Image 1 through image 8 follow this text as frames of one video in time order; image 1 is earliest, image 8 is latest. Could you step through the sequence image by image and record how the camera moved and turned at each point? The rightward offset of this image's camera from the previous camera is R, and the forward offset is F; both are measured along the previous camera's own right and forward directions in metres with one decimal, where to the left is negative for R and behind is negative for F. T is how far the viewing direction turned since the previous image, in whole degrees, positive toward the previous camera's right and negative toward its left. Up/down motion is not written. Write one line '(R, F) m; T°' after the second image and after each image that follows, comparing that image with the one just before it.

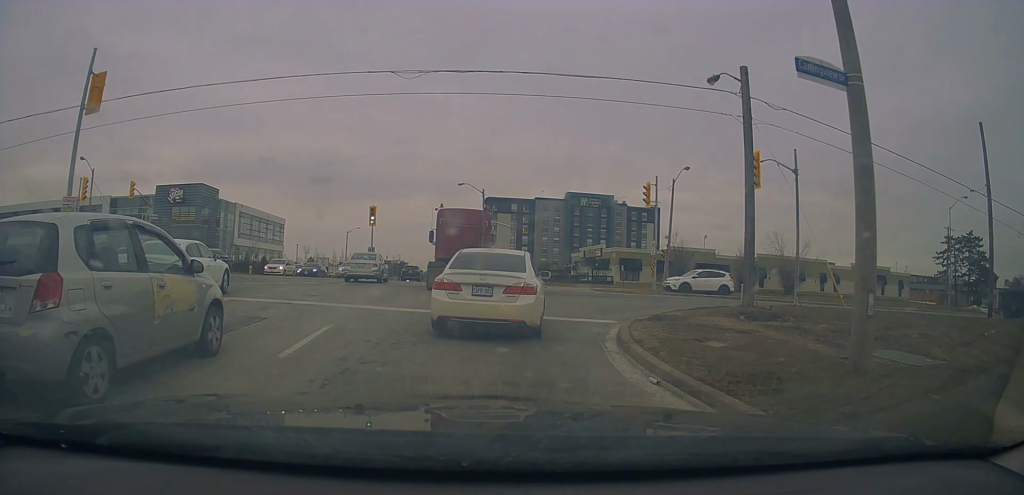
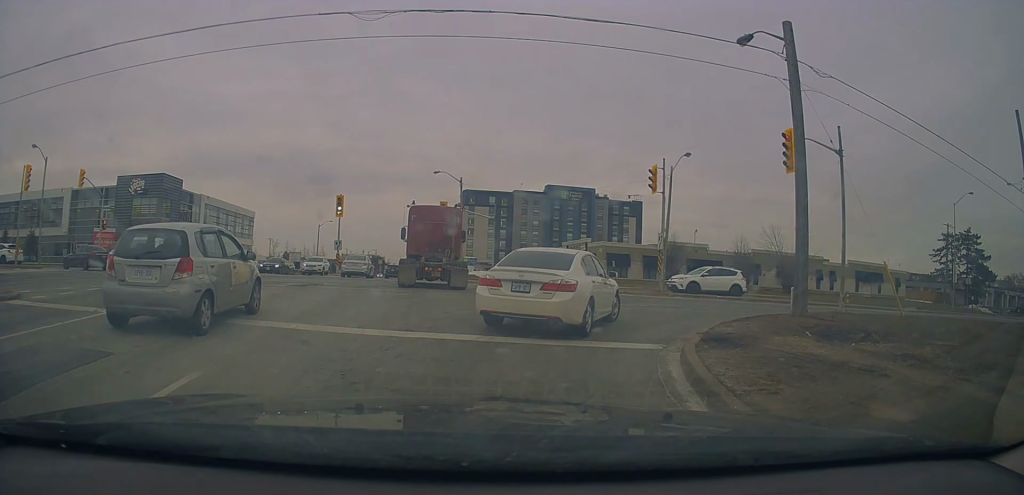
(+0.2, +4.6) m; +6°
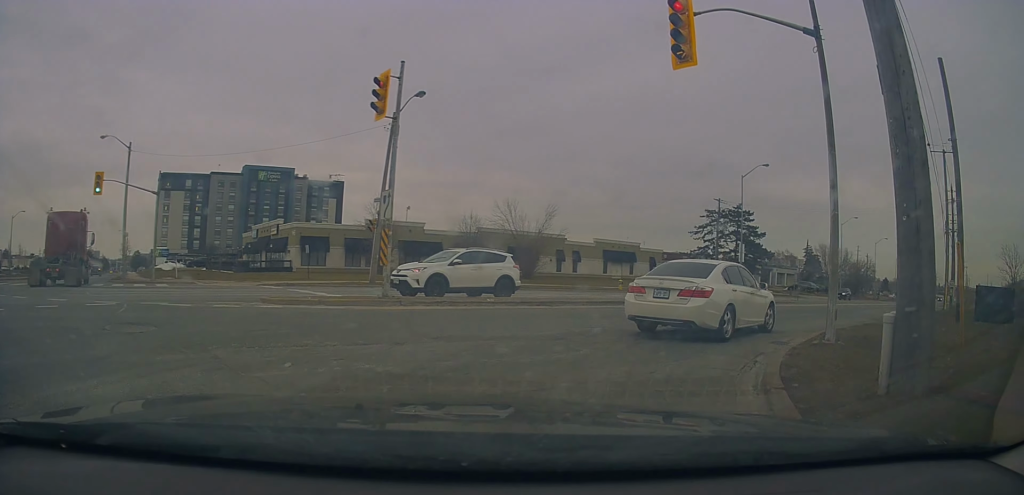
(+2.1, +11.4) m; +30°
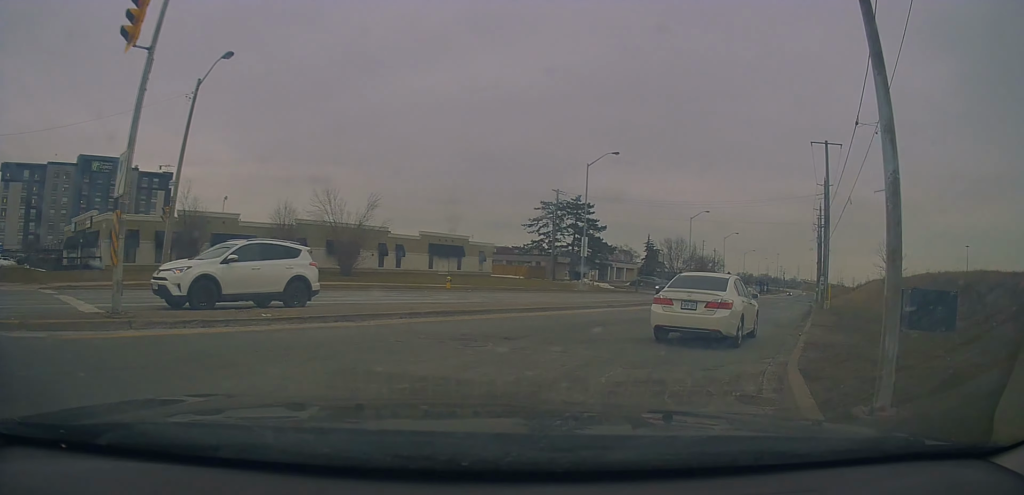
(+0.8, +4.8) m; +17°
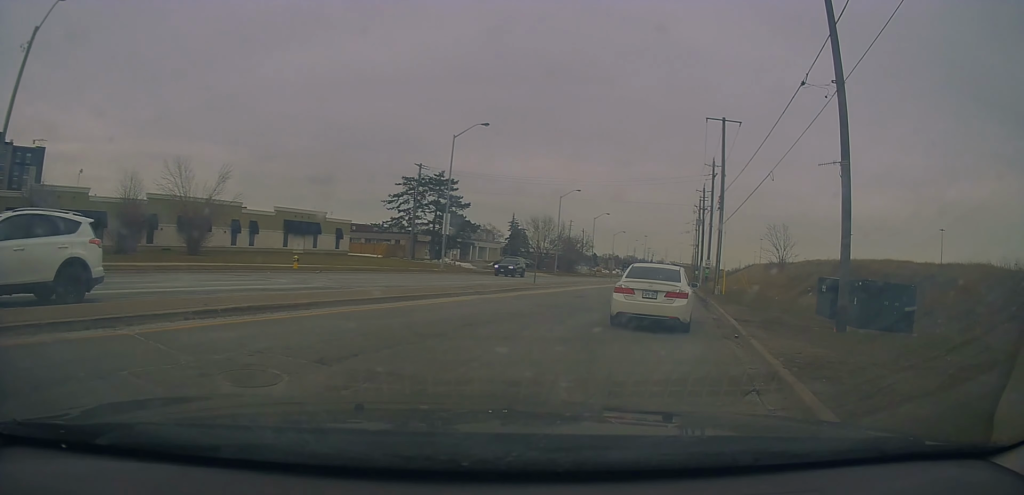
(+0.5, +3.7) m; +12°
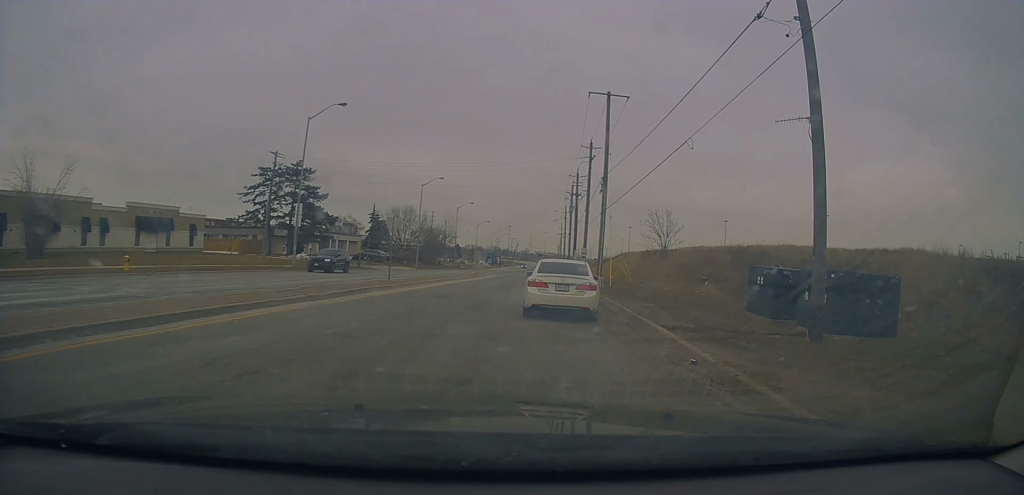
(+0.3, +4.4) m; +12°
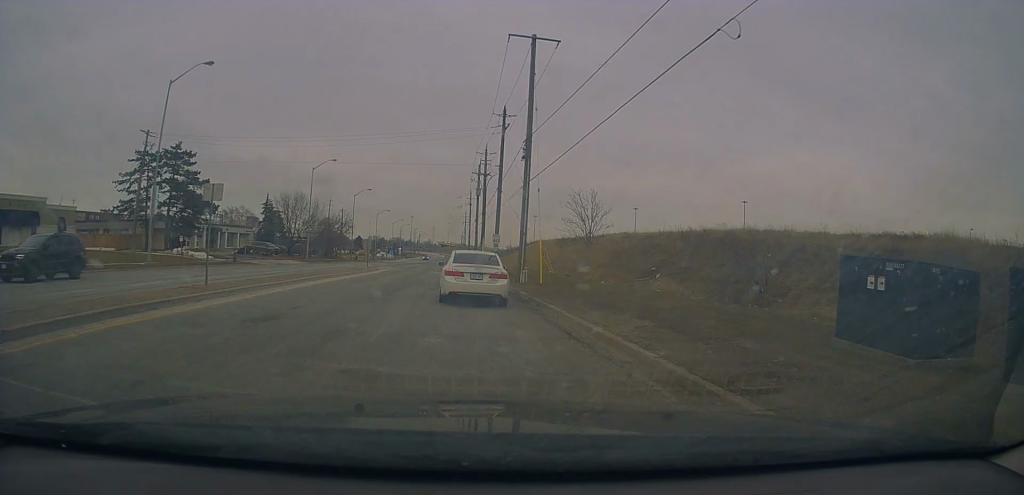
(+1.2, +8.0) m; +11°
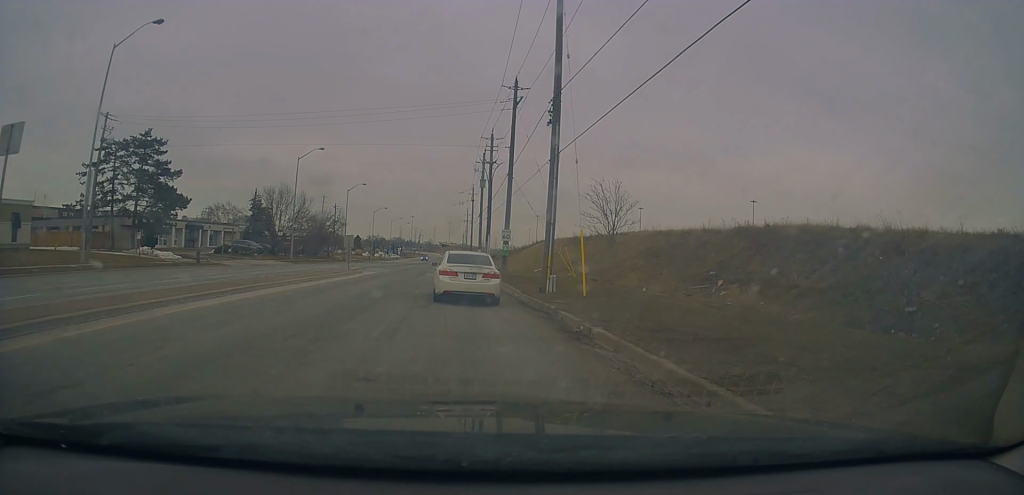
(+0.2, +6.9) m; +4°
